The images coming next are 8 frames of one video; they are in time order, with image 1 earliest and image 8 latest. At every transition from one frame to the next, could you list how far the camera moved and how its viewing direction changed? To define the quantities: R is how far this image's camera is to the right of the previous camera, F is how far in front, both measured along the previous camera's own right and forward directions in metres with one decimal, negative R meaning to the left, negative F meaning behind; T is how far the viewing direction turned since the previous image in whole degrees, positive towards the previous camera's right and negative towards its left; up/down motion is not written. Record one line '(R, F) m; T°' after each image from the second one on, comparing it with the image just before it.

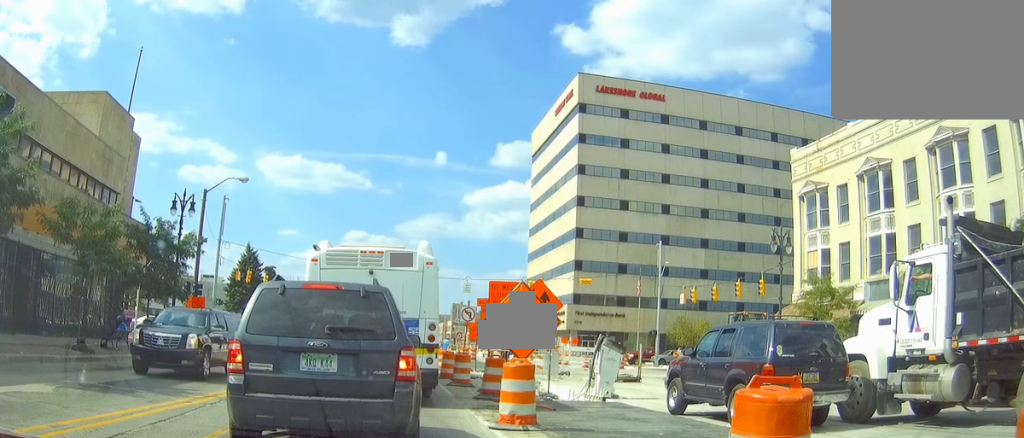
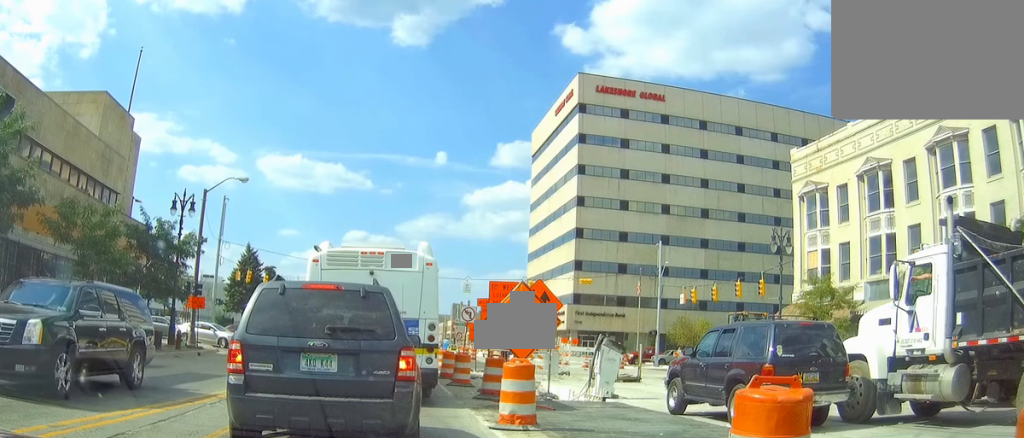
(0.0, 0.0) m; 0°
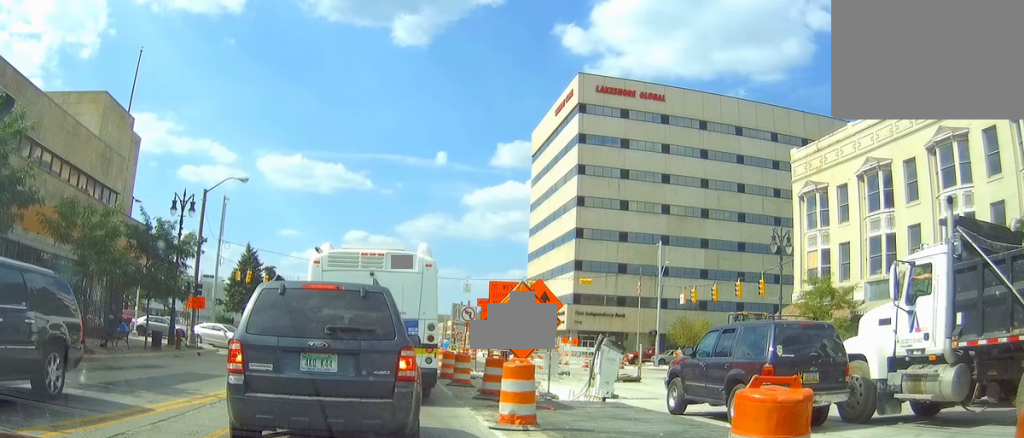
(0.0, 0.0) m; 0°
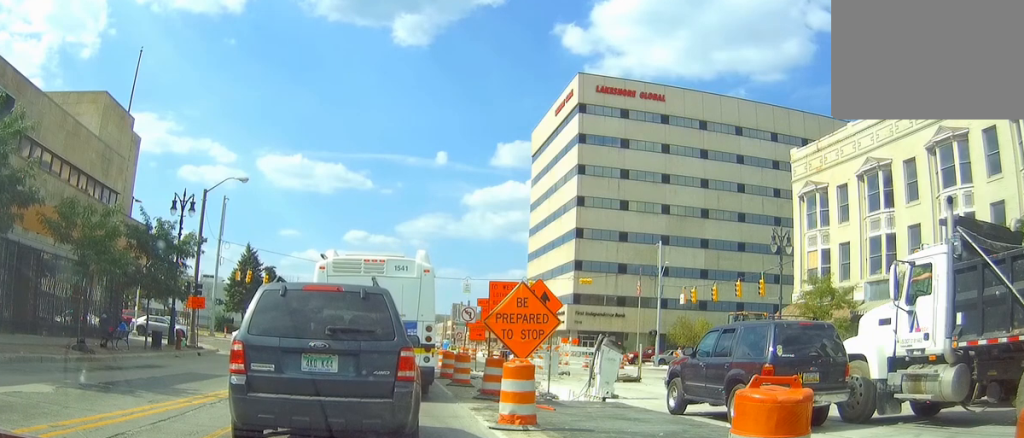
(0.0, 0.0) m; 0°
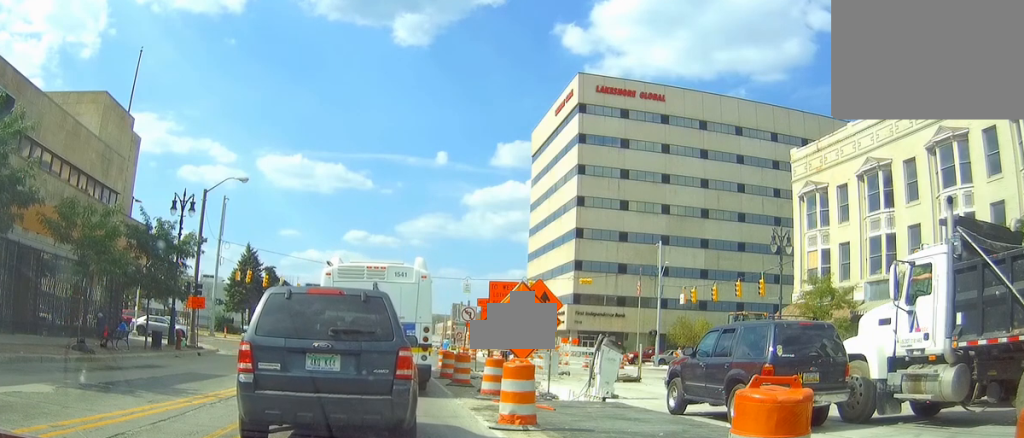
(0.0, 0.0) m; 0°
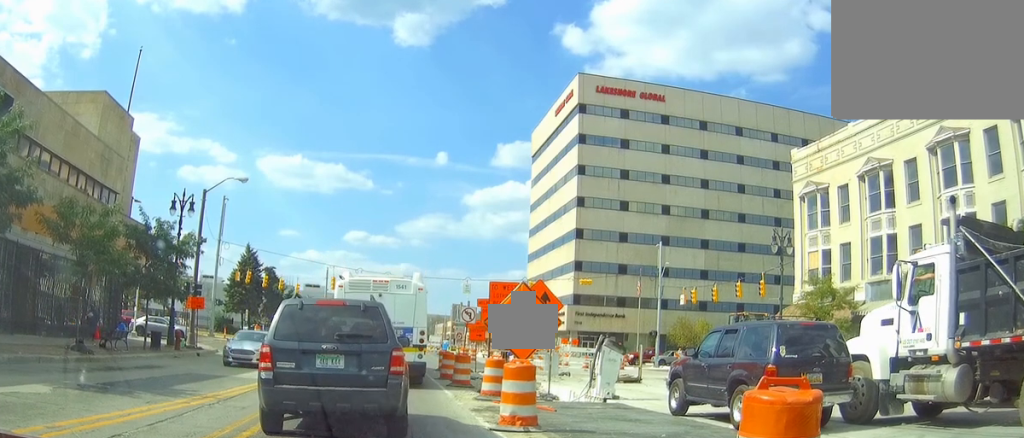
(0.0, +1.4) m; 0°
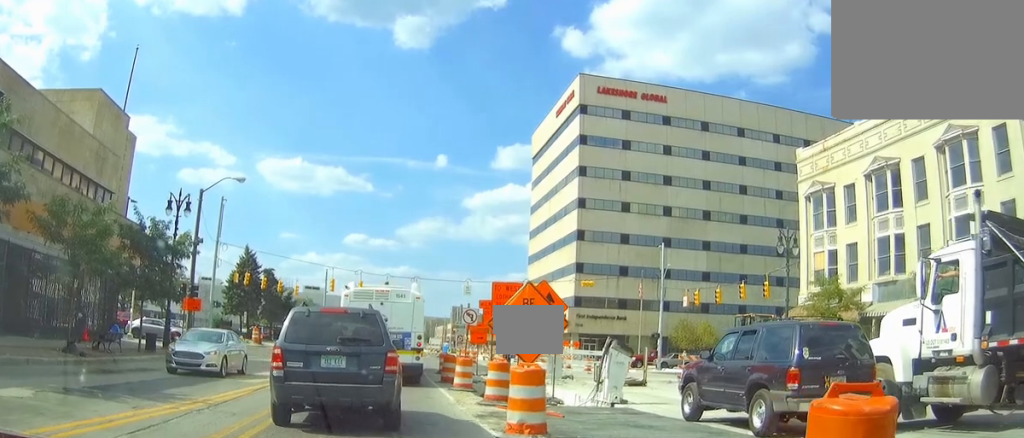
(0.0, +1.6) m; 0°
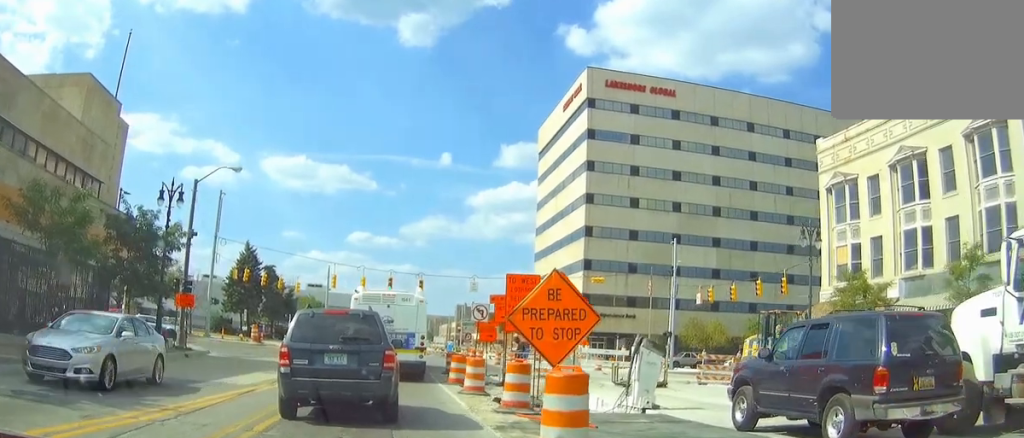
(0.0, +2.3) m; +3°
